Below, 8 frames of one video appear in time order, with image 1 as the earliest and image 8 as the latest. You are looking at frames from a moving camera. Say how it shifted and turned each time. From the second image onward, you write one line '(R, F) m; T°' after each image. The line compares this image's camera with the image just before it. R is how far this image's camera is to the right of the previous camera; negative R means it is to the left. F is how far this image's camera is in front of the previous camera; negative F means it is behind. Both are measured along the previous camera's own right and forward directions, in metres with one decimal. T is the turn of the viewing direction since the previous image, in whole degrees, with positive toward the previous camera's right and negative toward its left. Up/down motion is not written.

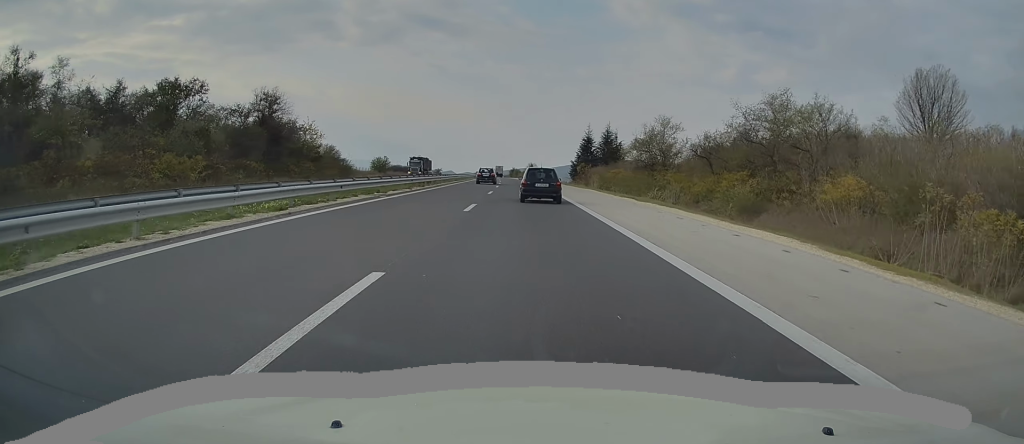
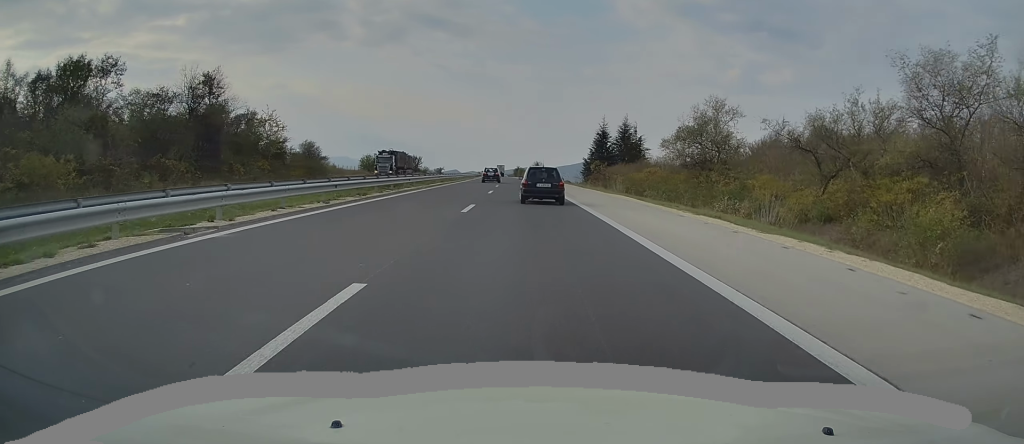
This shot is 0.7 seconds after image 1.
(-0.1, +16.6) m; 0°
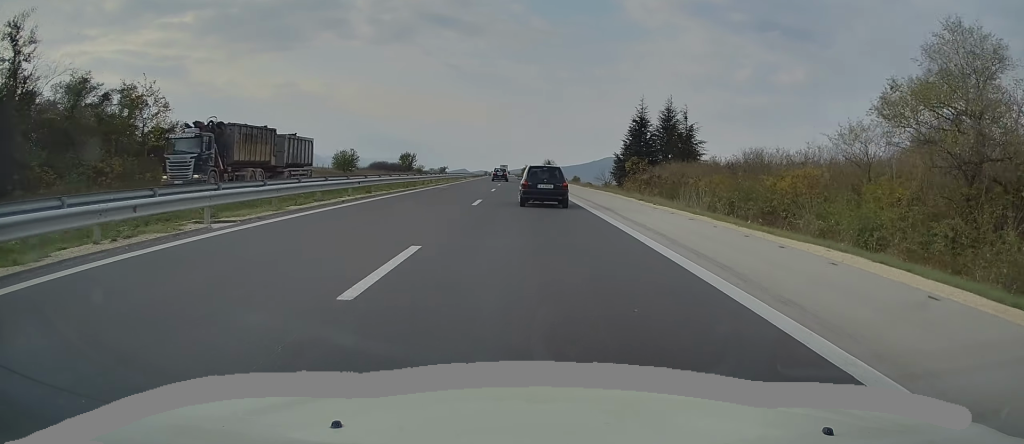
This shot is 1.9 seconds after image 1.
(+0.1, +28.6) m; 0°
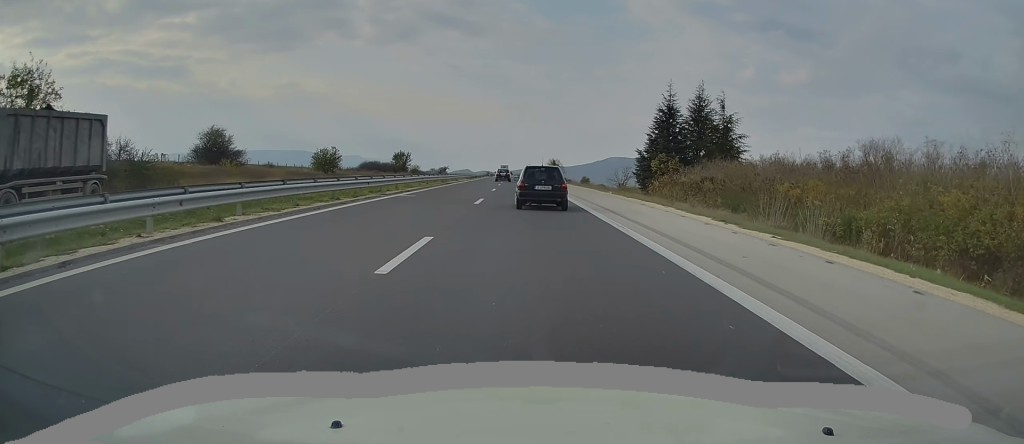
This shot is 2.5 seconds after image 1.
(-0.1, +14.3) m; -1°
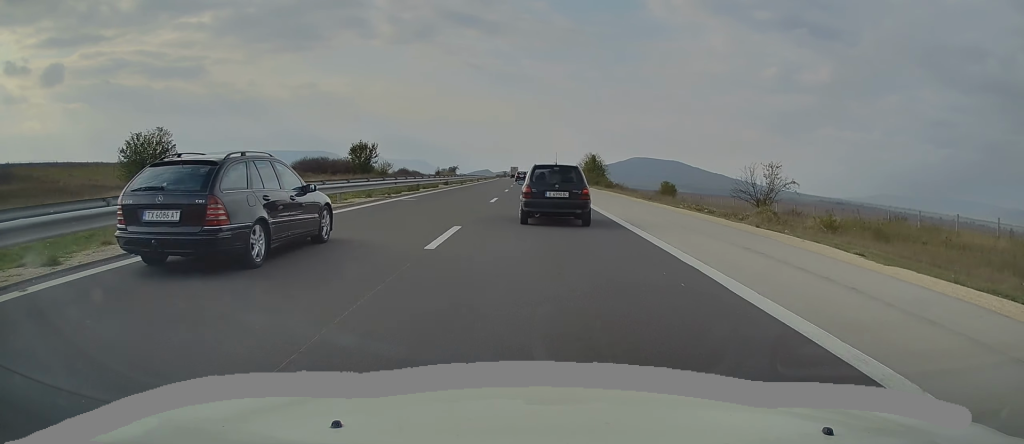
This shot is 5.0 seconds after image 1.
(-1.1, +60.6) m; -2°
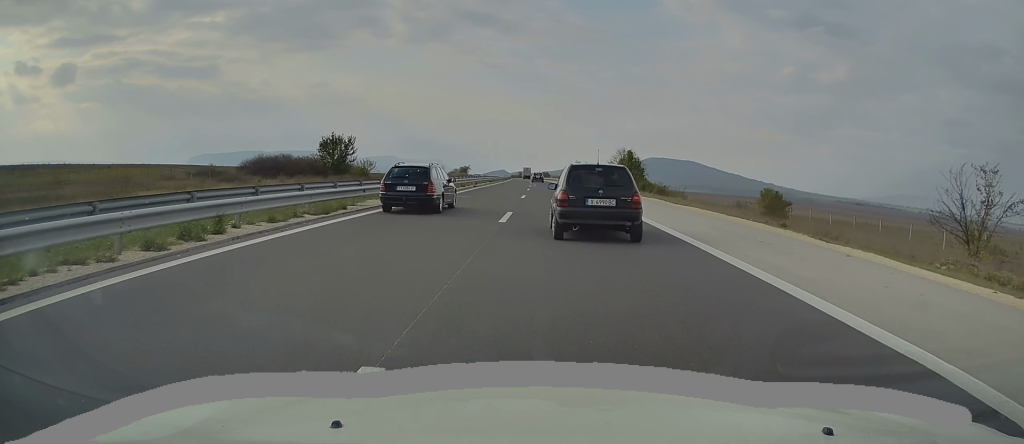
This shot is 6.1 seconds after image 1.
(-0.1, +25.2) m; -1°
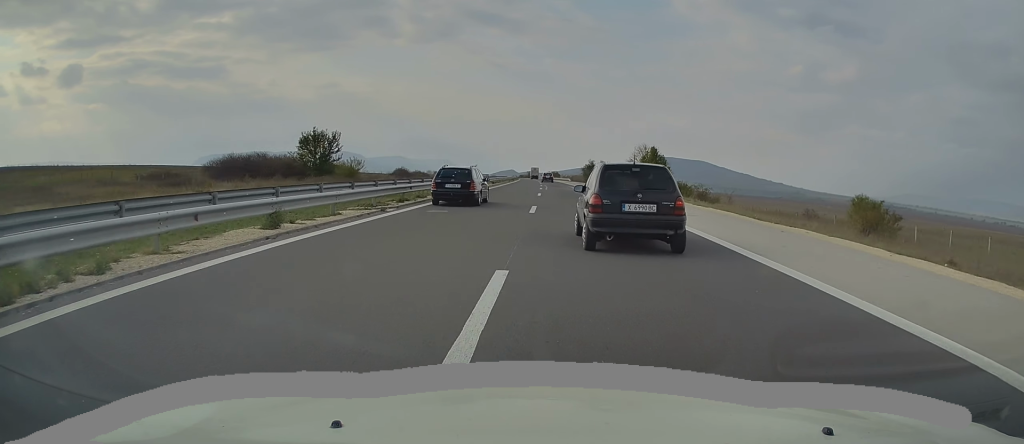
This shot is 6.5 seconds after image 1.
(0.0, +11.6) m; -1°
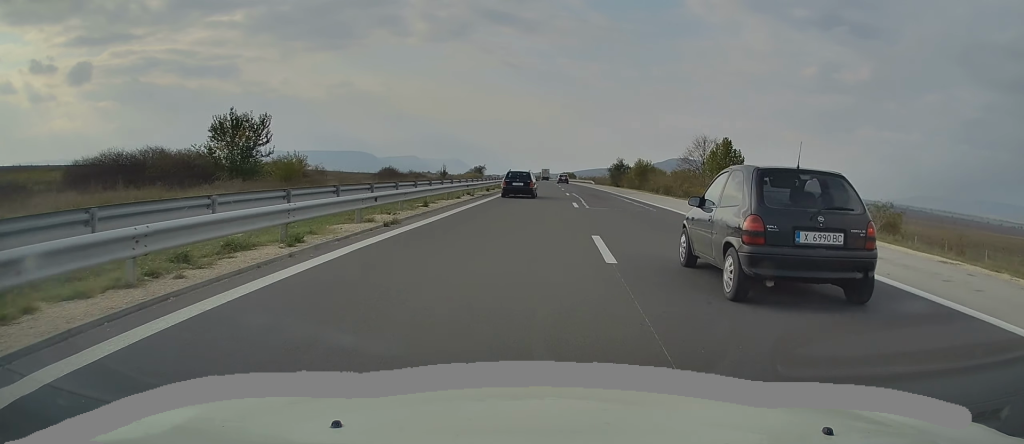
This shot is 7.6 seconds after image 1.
(-0.5, +26.5) m; -1°
